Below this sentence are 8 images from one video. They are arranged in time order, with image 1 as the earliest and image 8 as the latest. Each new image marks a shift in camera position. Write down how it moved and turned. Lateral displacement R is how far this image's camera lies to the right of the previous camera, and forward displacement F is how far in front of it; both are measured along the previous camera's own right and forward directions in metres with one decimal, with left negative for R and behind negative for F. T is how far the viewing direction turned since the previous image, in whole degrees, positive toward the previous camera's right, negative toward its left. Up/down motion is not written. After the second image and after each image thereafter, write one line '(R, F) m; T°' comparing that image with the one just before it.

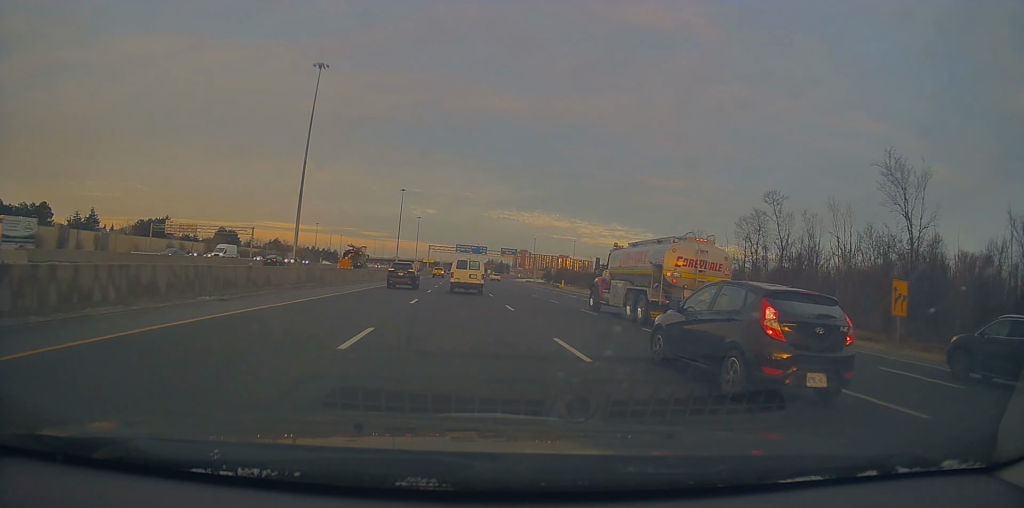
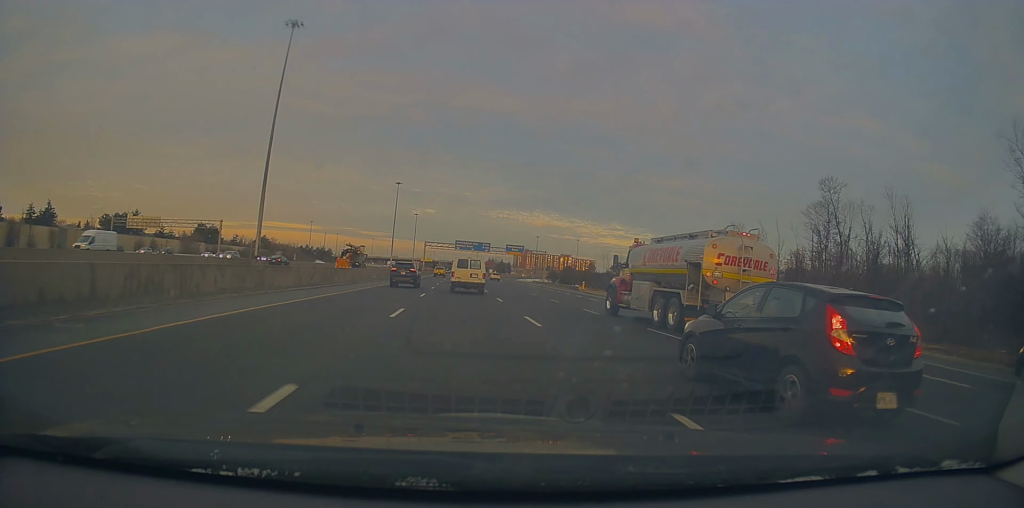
(-0.1, +18.4) m; 0°
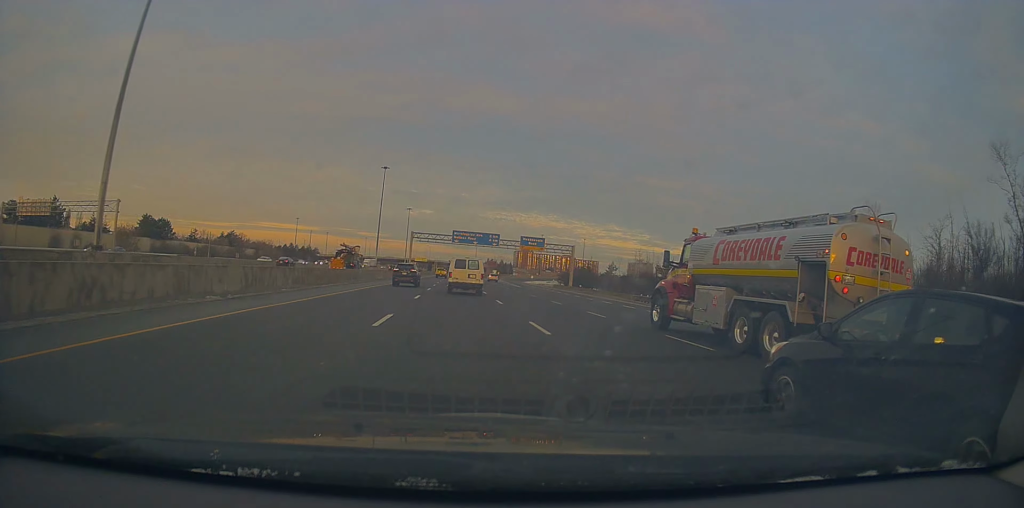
(+0.1, +37.8) m; 0°
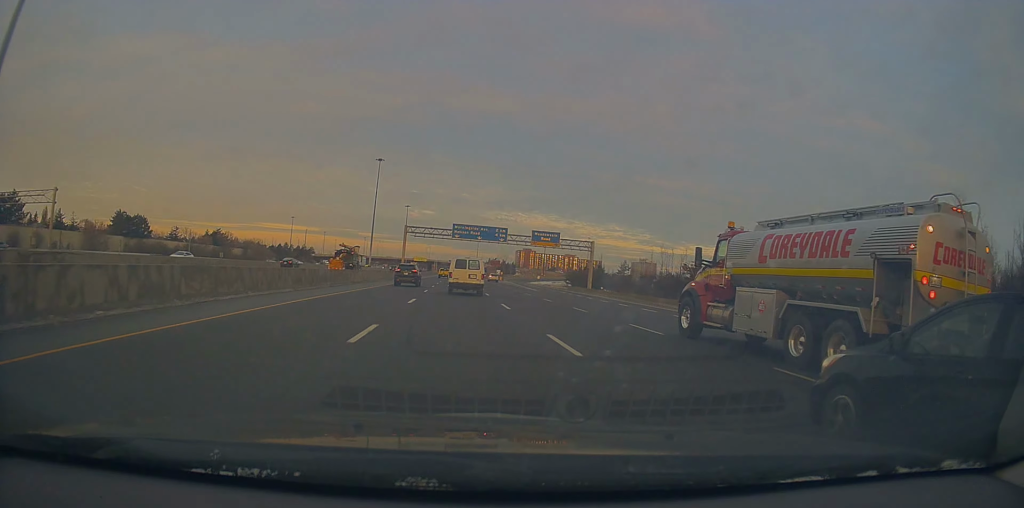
(-0.1, +15.3) m; 0°
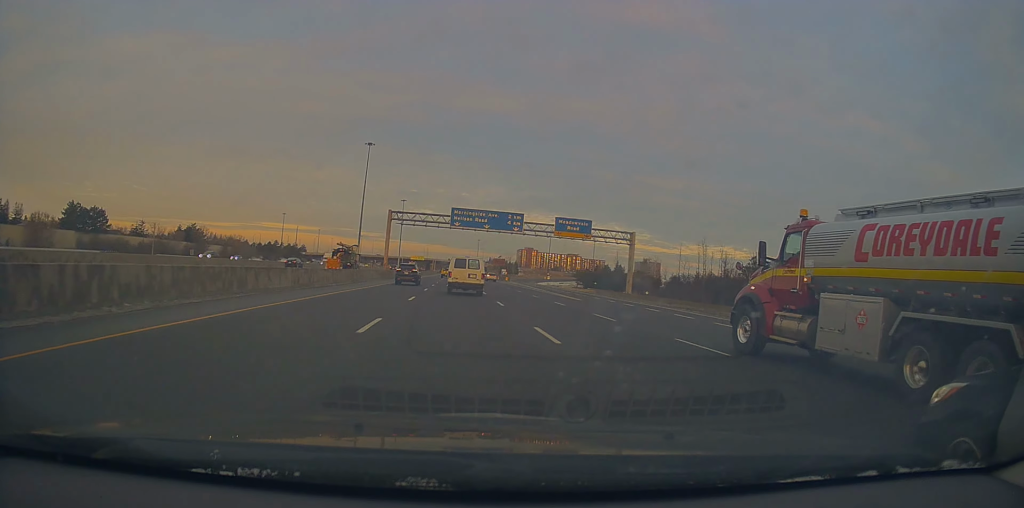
(0.0, +22.5) m; 0°
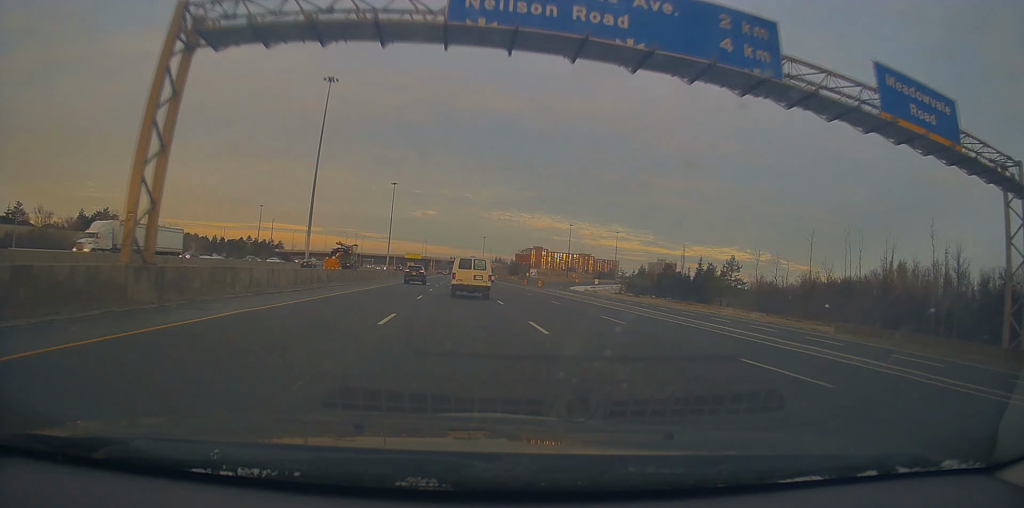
(+0.4, +58.1) m; 0°
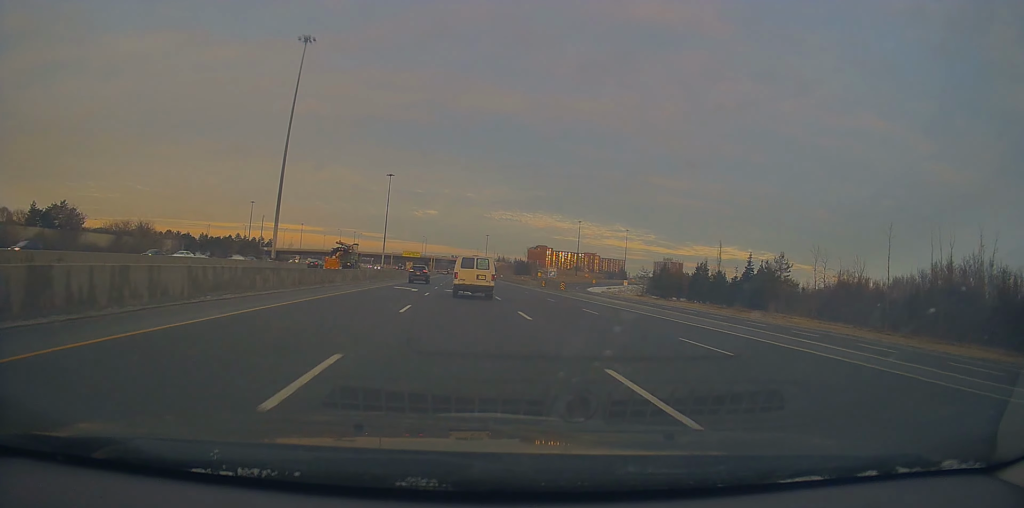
(0.0, +20.3) m; 0°
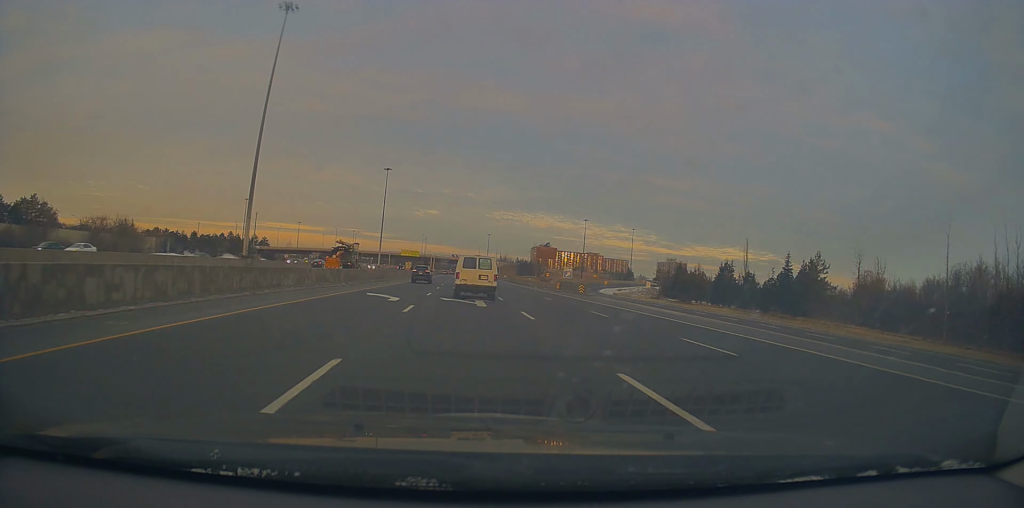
(0.0, +12.1) m; 0°
